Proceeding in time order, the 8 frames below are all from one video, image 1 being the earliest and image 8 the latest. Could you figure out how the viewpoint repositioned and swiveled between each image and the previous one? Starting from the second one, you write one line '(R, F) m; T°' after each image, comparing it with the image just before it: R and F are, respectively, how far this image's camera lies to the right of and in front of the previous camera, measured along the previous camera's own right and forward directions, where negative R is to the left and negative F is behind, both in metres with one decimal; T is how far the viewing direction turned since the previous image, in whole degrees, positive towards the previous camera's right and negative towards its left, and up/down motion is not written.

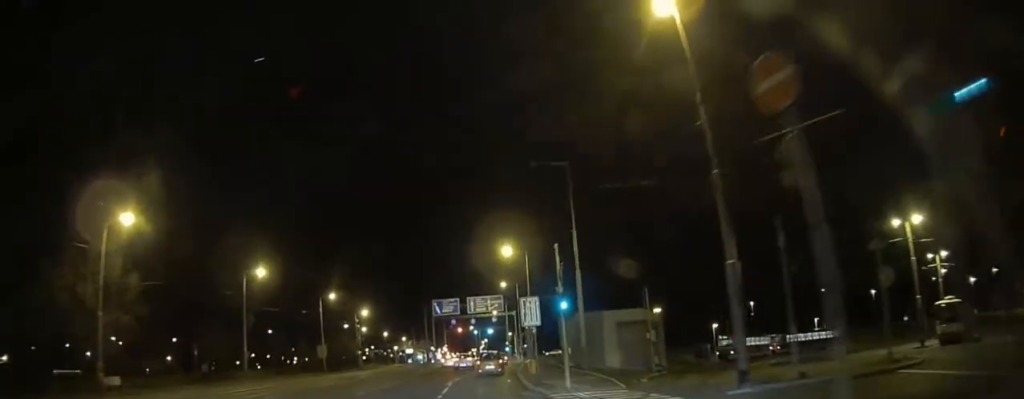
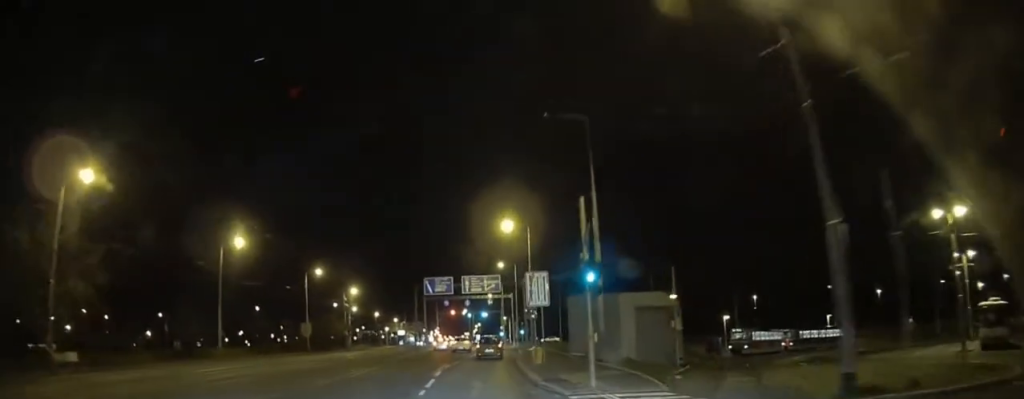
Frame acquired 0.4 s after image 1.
(0.0, +5.2) m; 0°
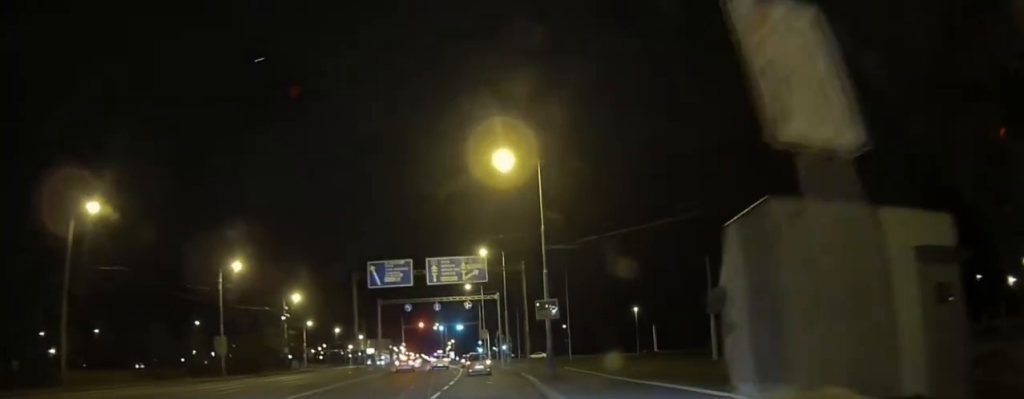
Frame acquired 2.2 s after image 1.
(+0.5, +22.1) m; +3°
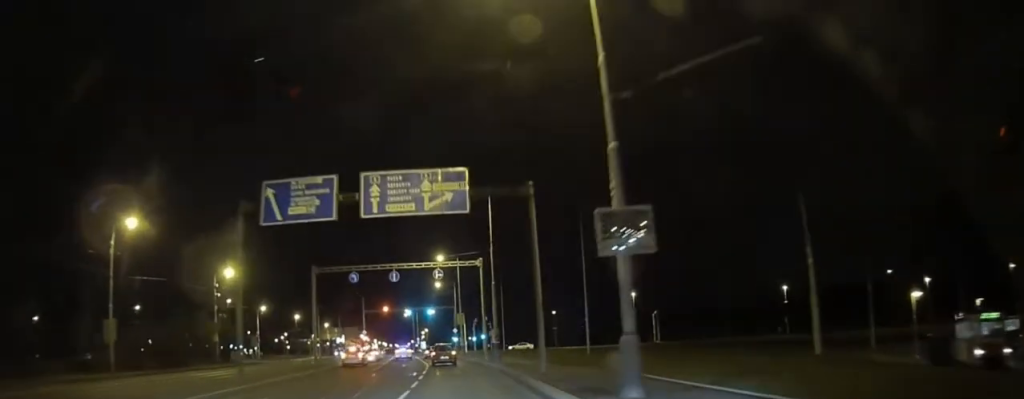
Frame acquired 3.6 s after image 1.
(+0.2, +17.6) m; +1°
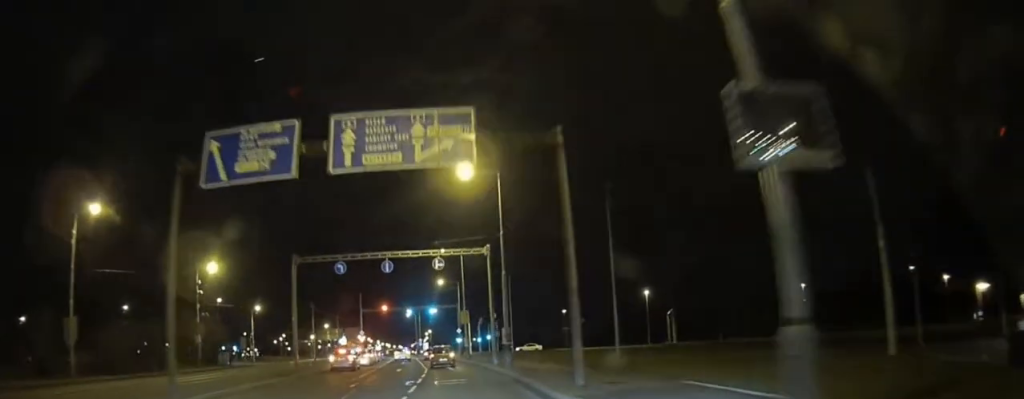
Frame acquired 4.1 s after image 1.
(+0.1, +5.9) m; -1°
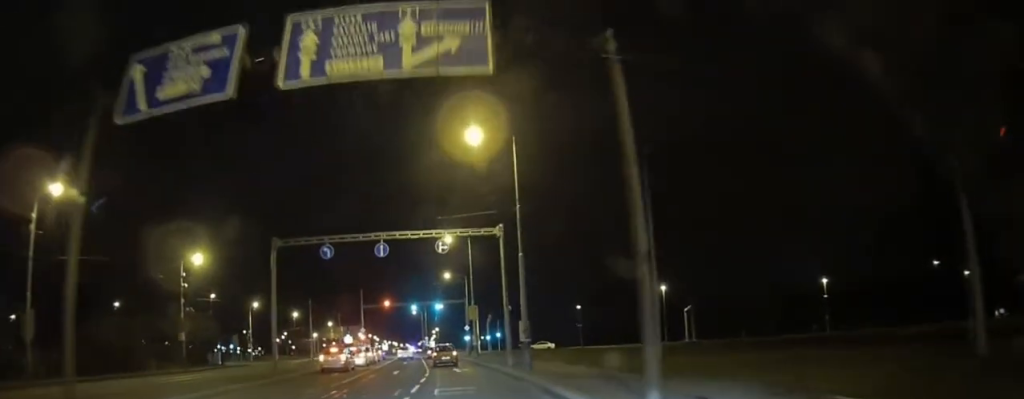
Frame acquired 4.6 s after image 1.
(+0.1, +5.5) m; -1°
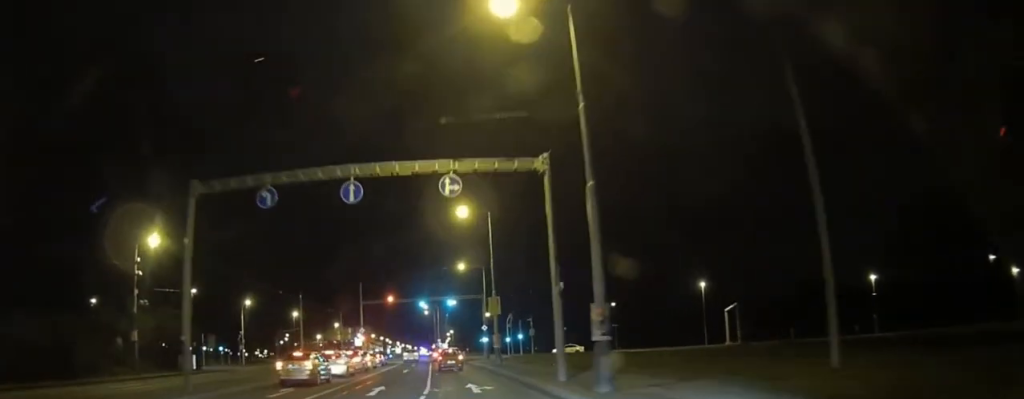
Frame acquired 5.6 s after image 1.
(-0.4, +11.7) m; -2°
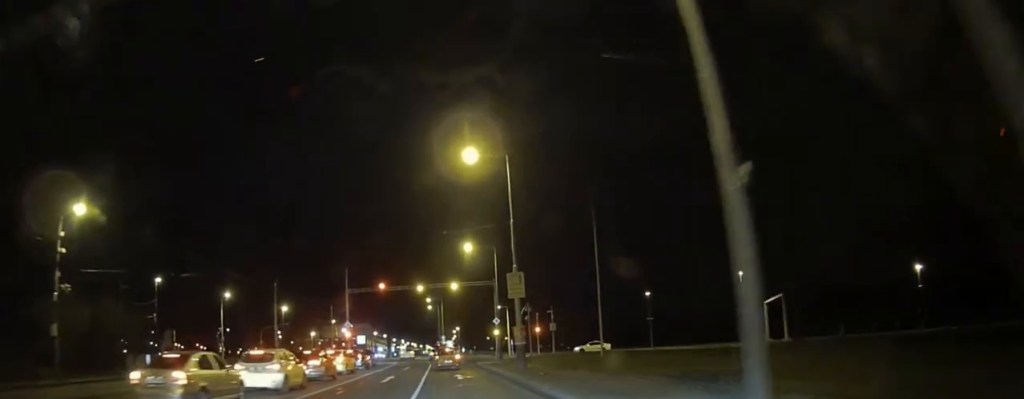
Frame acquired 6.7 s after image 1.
(0.0, +12.1) m; 0°
